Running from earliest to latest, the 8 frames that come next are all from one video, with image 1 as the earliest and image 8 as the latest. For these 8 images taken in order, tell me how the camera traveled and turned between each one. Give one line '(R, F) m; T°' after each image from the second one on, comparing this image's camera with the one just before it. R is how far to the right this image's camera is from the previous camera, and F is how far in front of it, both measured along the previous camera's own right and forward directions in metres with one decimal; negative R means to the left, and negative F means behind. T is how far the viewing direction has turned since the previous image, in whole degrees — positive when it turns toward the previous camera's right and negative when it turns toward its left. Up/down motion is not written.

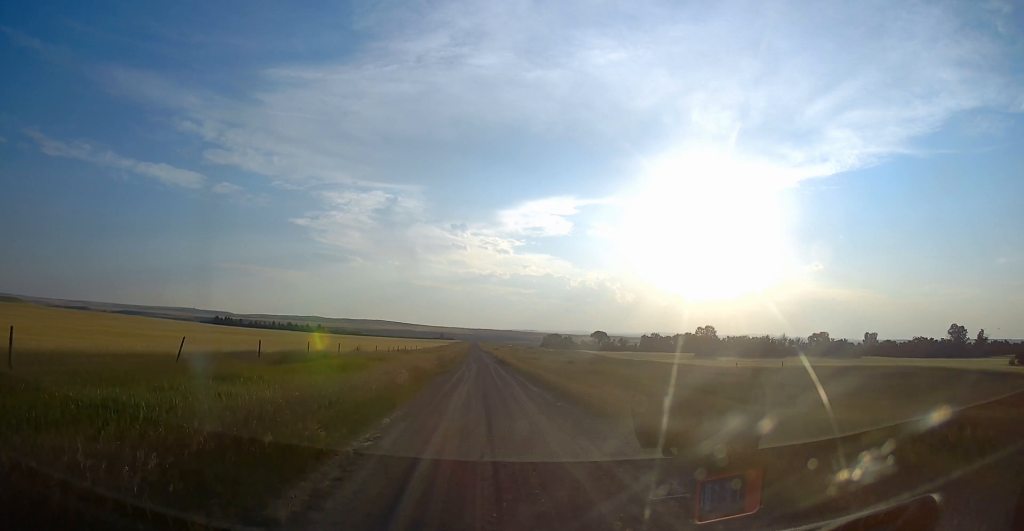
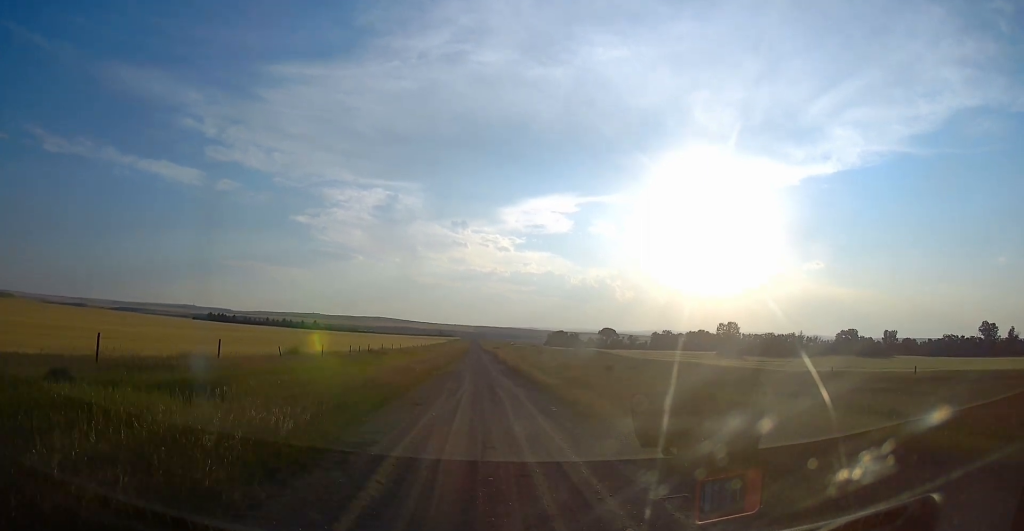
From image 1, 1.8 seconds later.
(0.0, +22.0) m; -2°
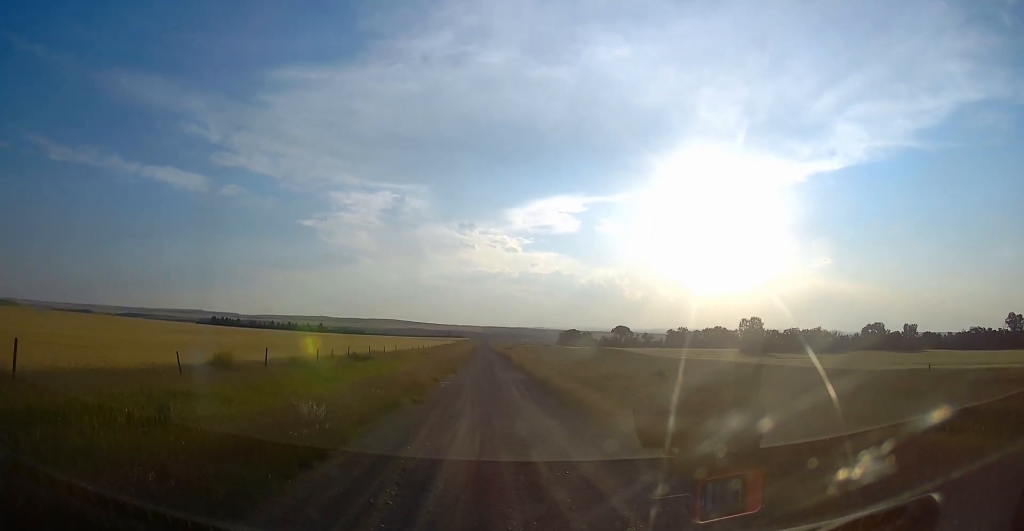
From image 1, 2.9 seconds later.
(0.0, +12.8) m; 0°
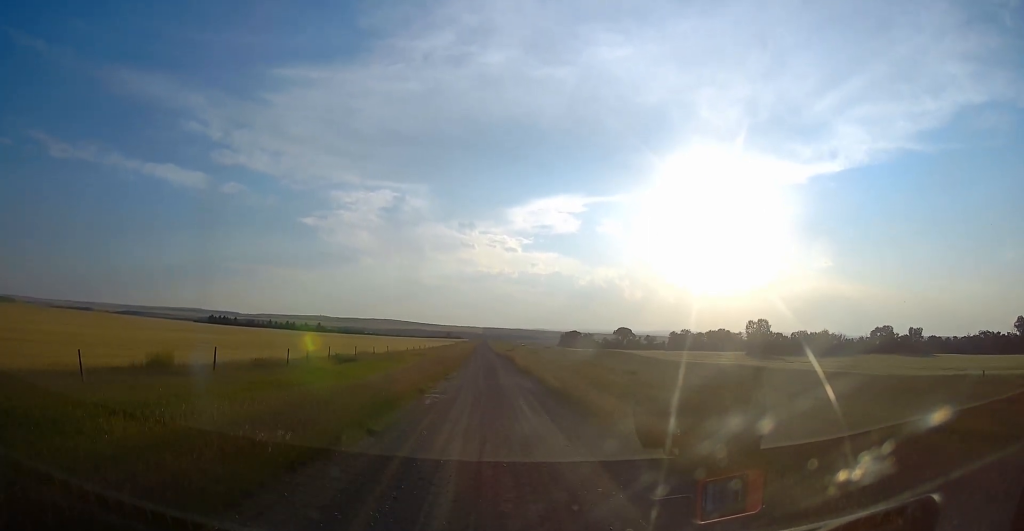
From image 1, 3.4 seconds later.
(0.0, +5.9) m; 0°
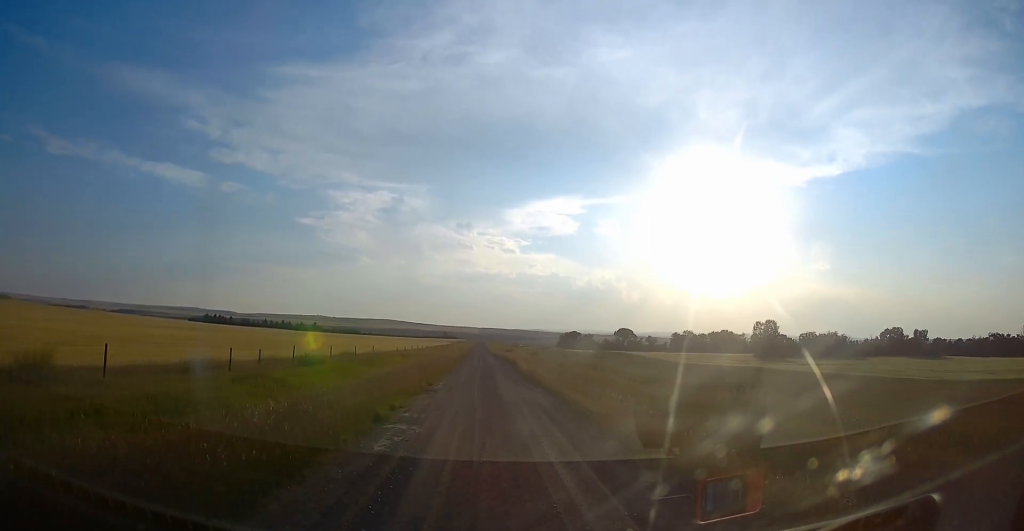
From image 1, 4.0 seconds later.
(0.0, +7.5) m; 0°
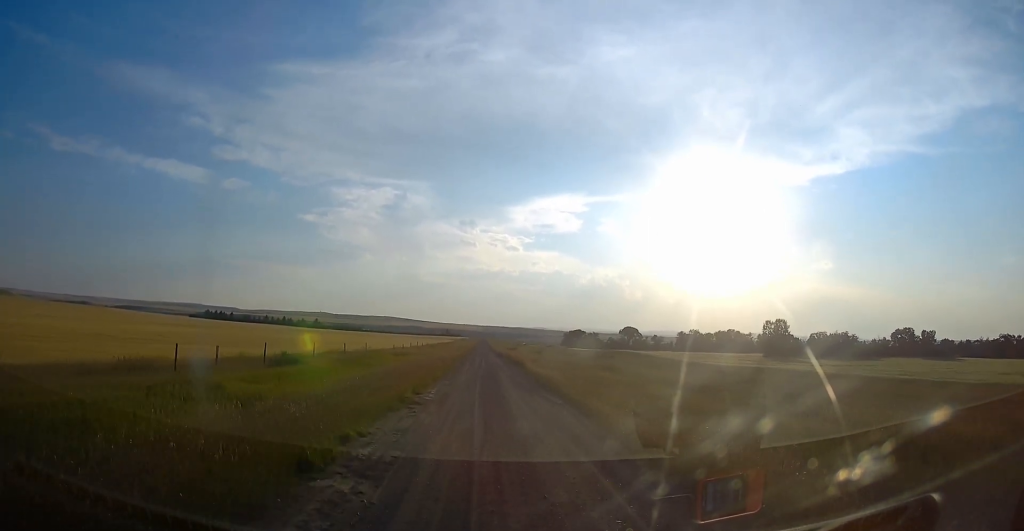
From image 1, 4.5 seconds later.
(0.0, +5.1) m; 0°
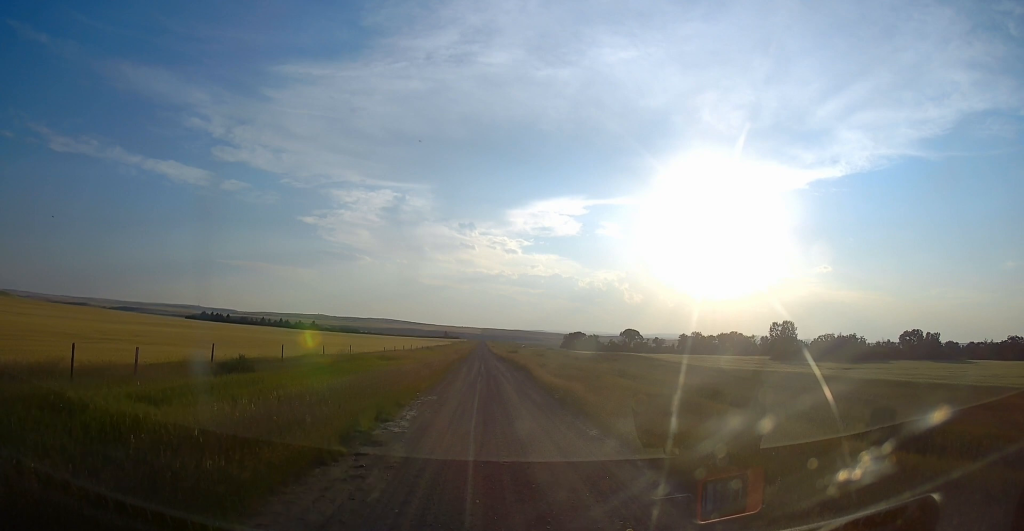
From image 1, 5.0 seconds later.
(0.0, +5.9) m; 0°
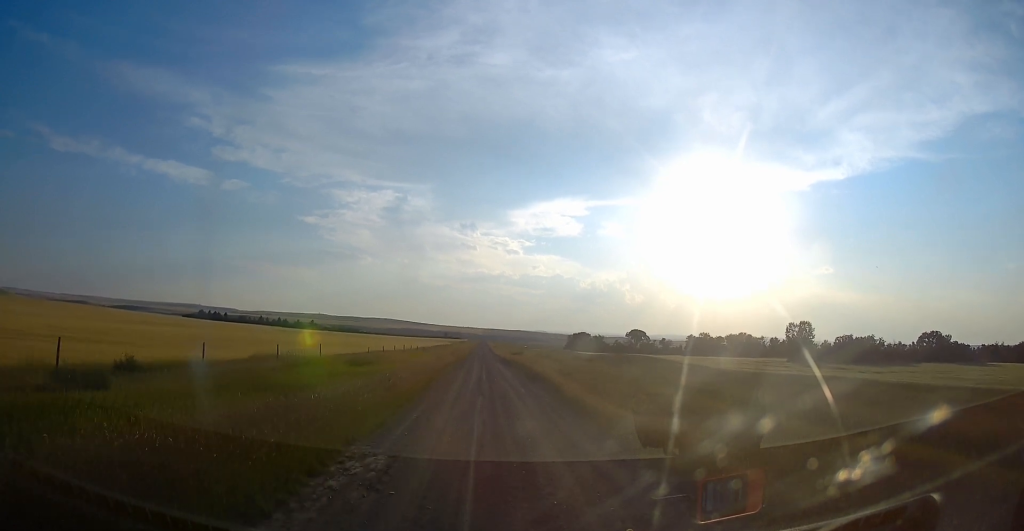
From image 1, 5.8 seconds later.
(0.0, +9.8) m; 0°
